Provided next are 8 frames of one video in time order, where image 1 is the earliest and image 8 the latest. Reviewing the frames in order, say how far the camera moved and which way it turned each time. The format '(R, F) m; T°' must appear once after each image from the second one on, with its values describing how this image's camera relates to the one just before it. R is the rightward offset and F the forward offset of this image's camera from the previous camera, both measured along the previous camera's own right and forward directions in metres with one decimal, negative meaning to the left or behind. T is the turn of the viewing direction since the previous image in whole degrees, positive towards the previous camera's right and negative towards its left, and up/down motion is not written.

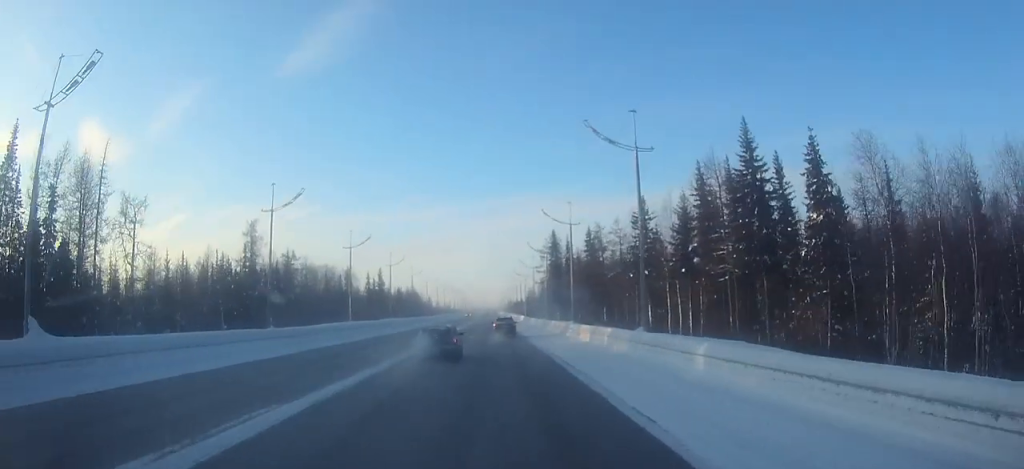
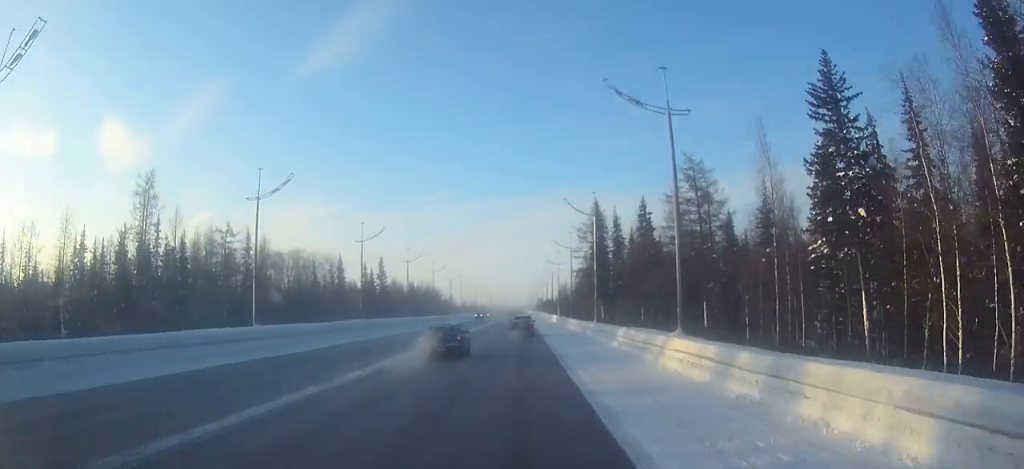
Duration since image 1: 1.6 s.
(-0.6, +28.8) m; -2°
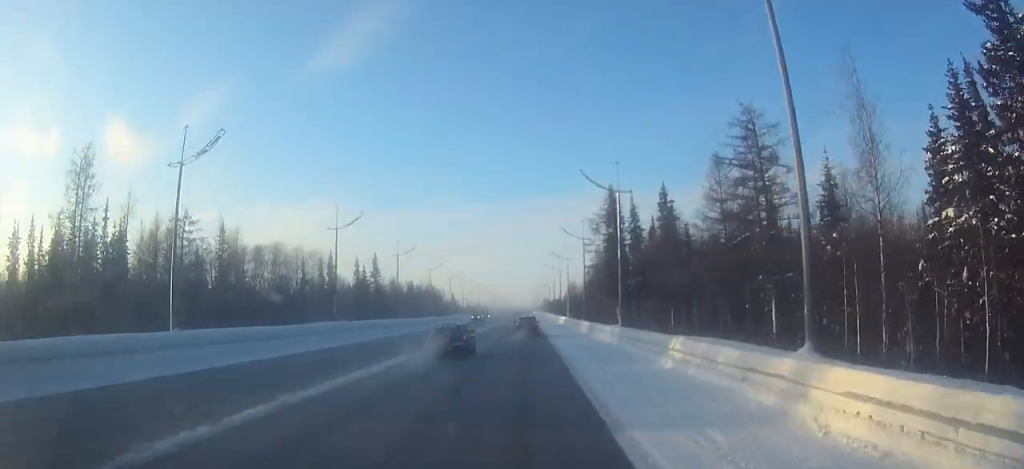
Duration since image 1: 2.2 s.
(0.0, +10.0) m; 0°
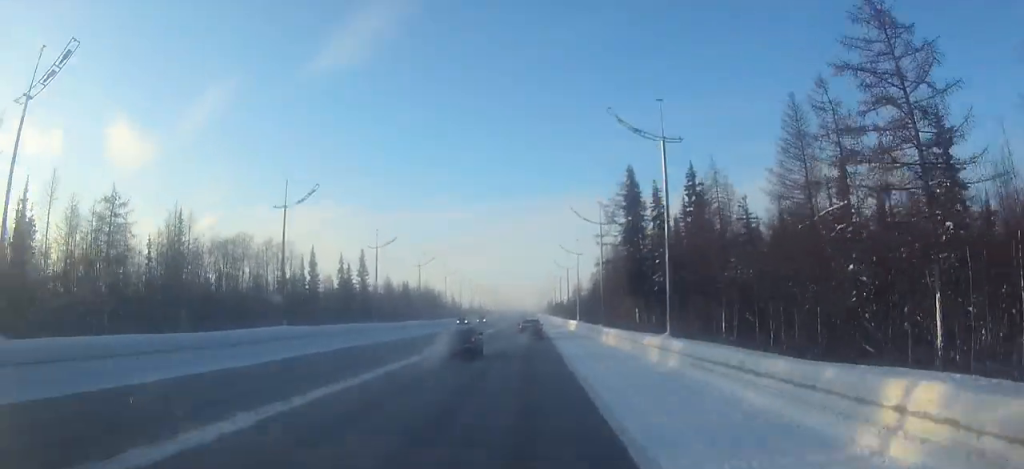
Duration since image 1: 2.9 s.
(0.0, +12.2) m; 0°
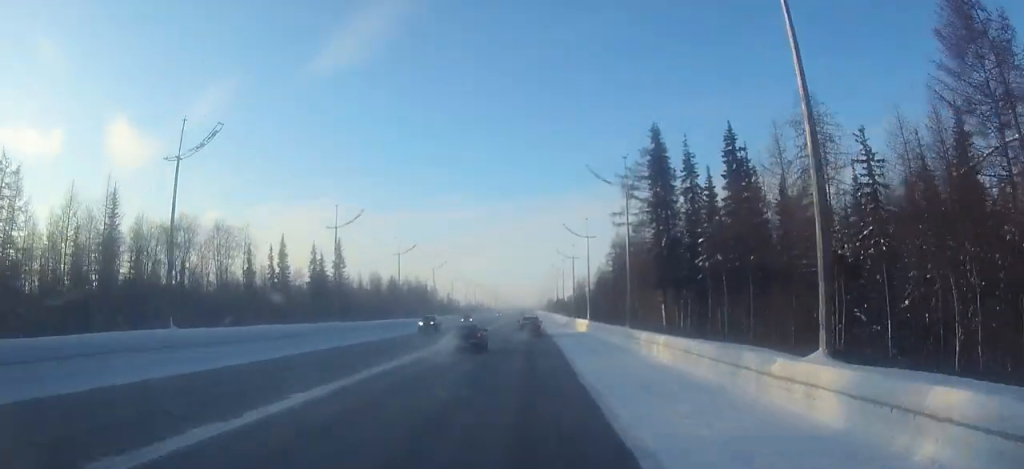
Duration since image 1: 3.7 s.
(0.0, +13.7) m; 0°
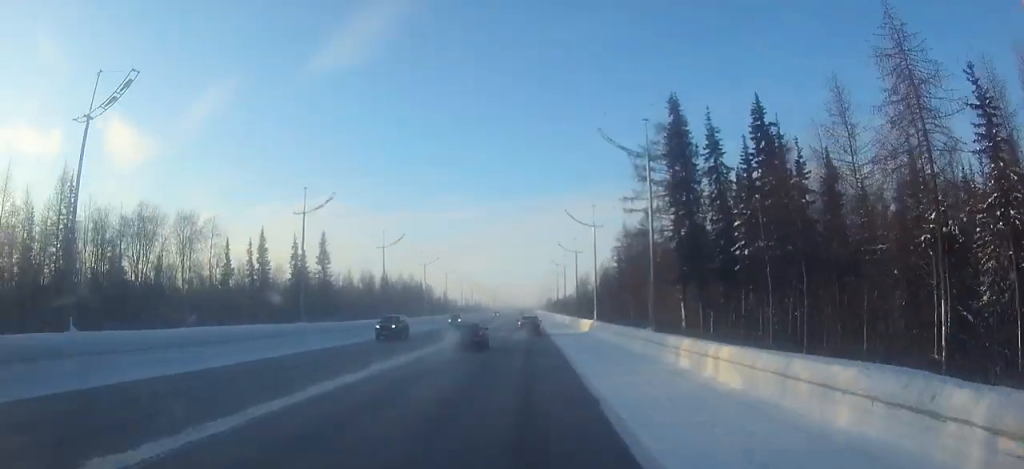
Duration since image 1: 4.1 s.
(0.0, +7.4) m; 0°
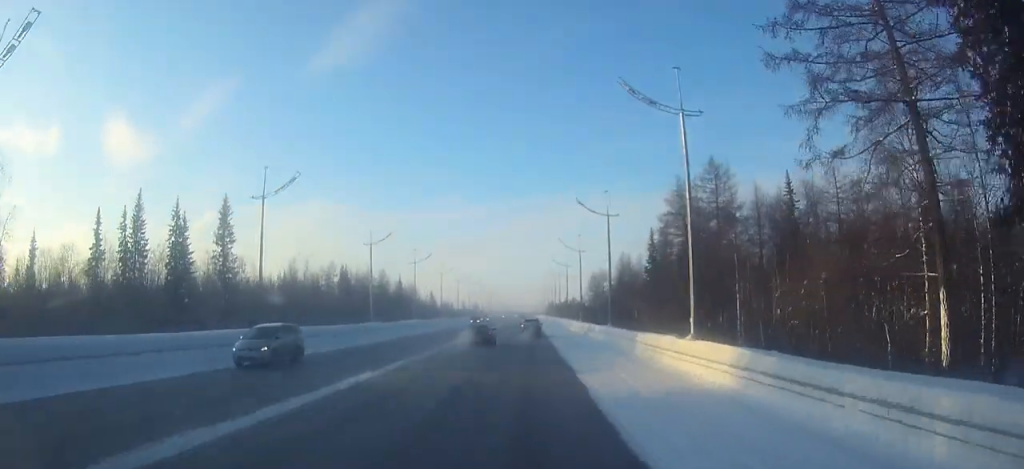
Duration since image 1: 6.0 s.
(0.0, +32.2) m; 0°
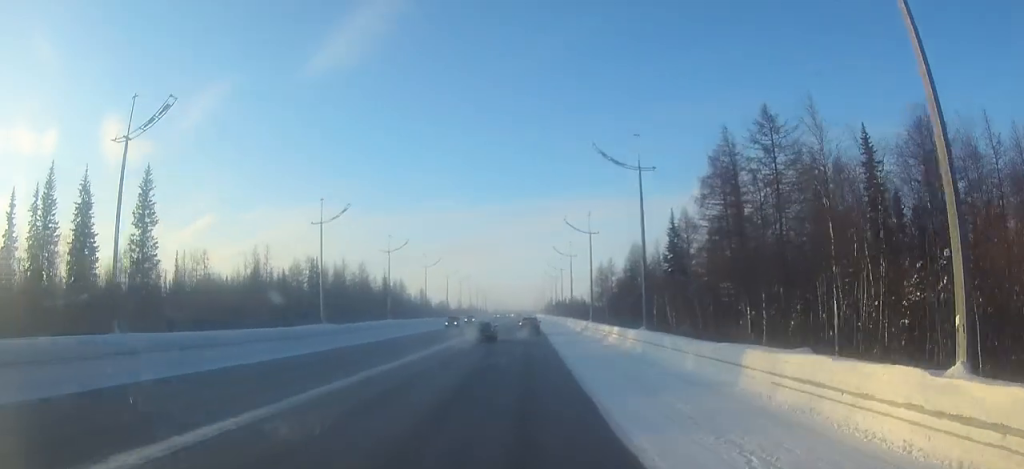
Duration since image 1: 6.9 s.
(0.0, +14.7) m; 0°
